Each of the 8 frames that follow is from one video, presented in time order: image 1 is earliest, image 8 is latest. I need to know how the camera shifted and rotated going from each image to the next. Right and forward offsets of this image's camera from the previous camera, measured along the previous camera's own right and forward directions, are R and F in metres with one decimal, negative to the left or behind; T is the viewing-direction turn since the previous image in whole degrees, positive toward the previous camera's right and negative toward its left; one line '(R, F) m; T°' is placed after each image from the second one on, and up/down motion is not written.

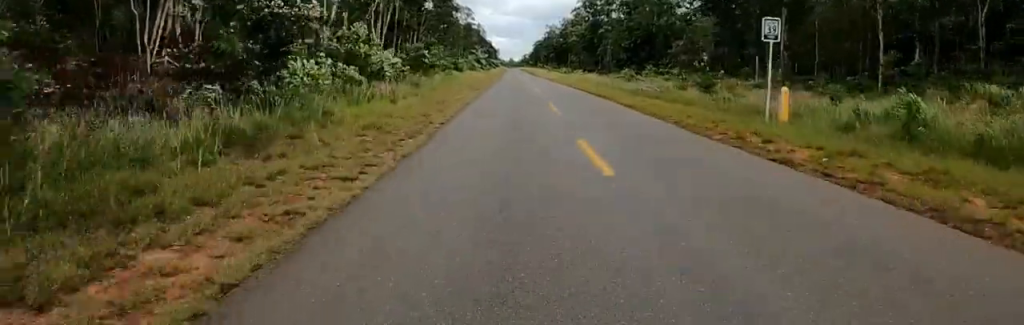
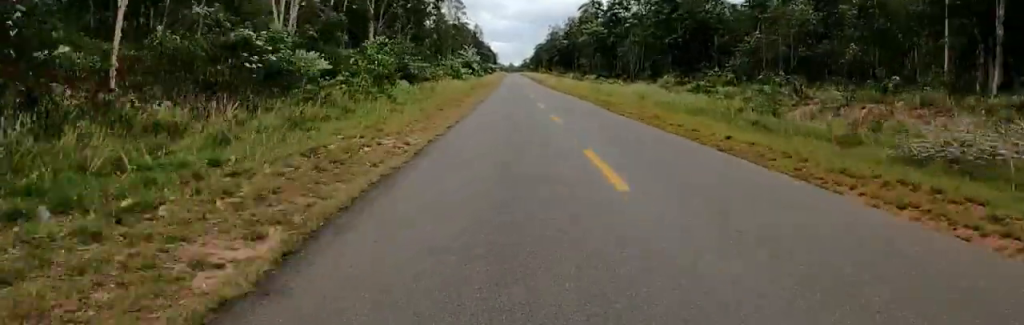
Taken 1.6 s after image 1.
(0.0, +23.8) m; 0°
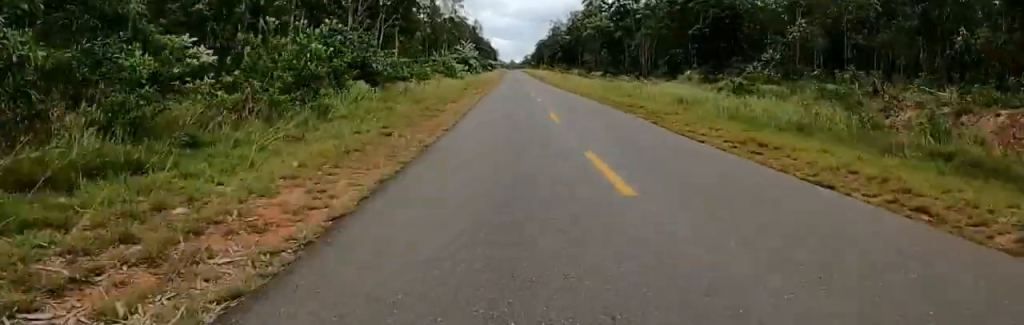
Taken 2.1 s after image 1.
(0.0, +7.9) m; 0°
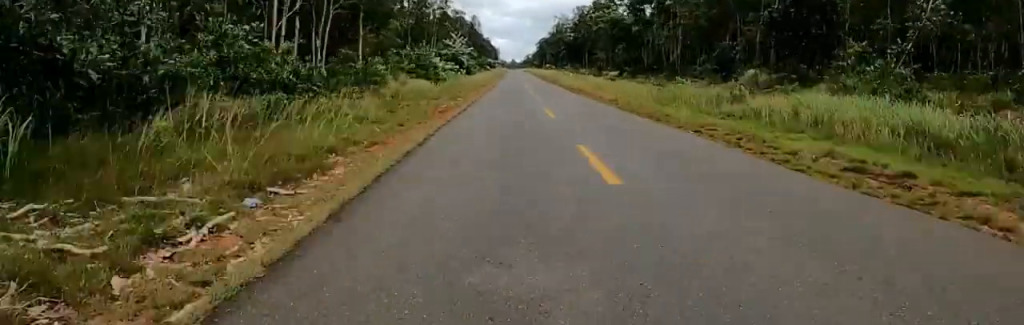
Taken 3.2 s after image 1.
(0.0, +15.7) m; 0°
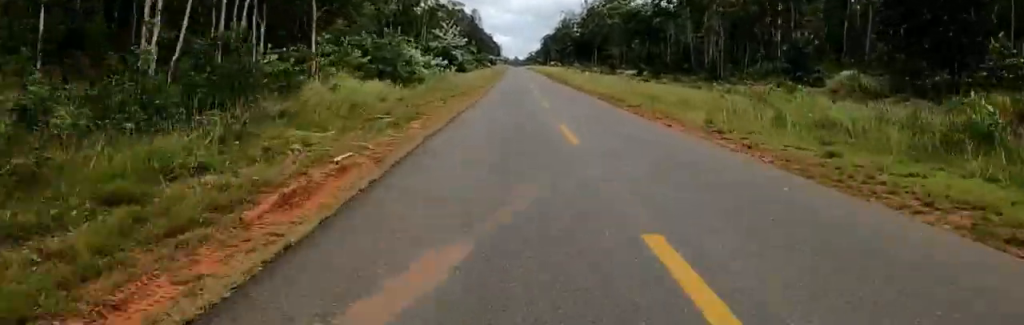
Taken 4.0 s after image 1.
(0.0, +11.8) m; +1°
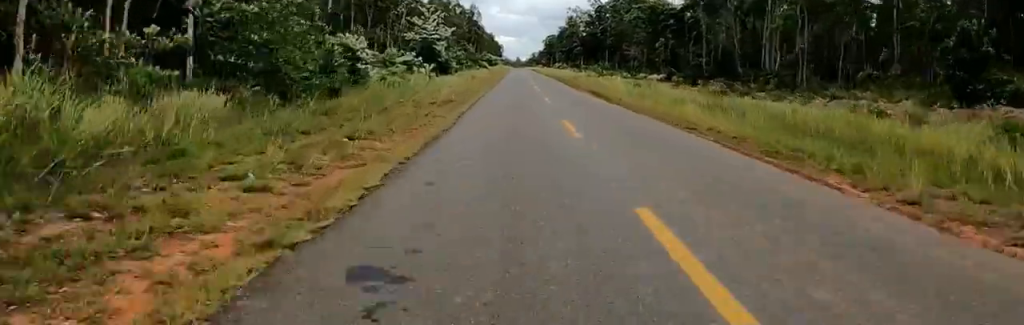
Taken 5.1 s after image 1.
(+0.2, +15.3) m; 0°
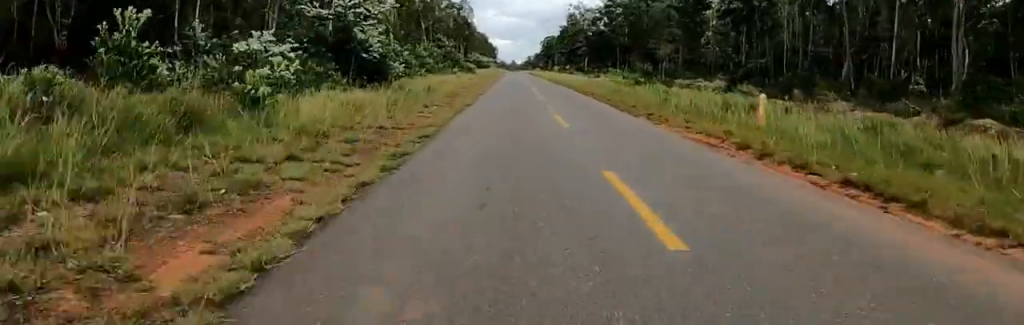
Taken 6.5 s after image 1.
(-0.4, +21.8) m; -2°
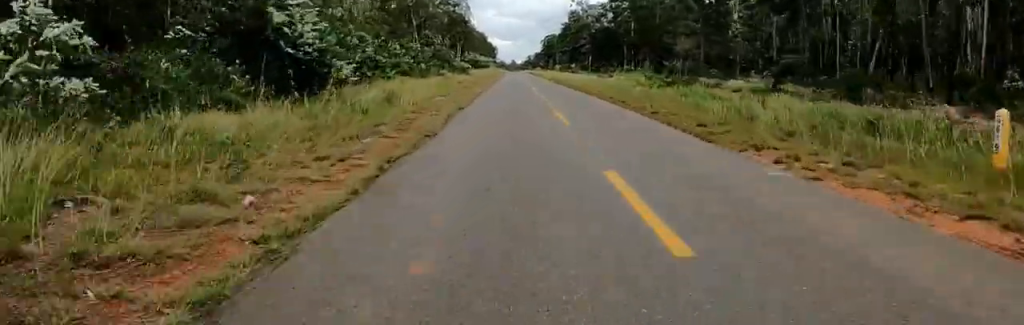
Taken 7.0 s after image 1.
(-0.1, +8.3) m; -1°
